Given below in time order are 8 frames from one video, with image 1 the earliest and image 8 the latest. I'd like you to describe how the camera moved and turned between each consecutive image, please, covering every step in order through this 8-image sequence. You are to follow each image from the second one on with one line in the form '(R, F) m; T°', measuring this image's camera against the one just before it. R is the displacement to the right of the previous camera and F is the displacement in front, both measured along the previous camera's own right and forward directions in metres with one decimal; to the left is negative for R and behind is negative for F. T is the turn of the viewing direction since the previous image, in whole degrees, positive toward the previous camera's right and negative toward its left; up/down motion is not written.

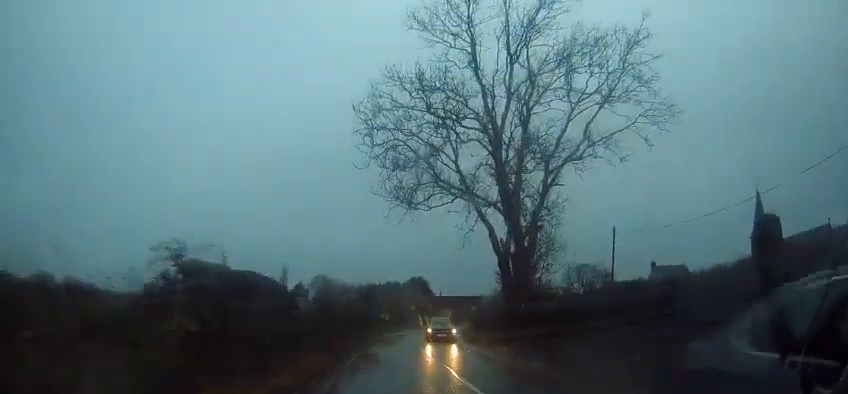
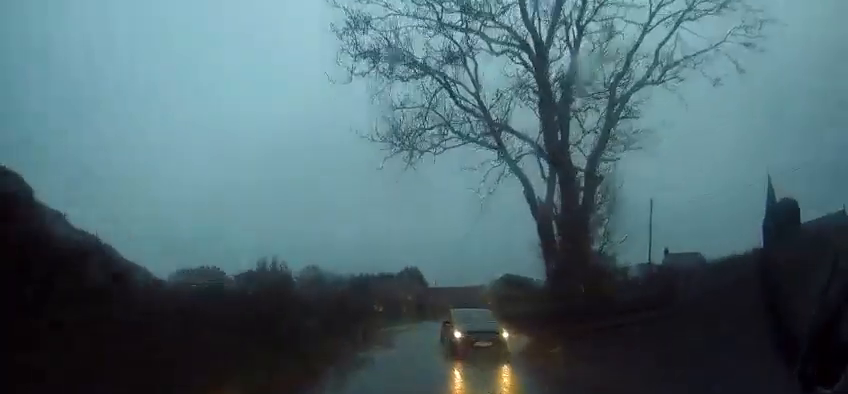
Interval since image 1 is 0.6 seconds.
(+0.1, +6.5) m; 0°
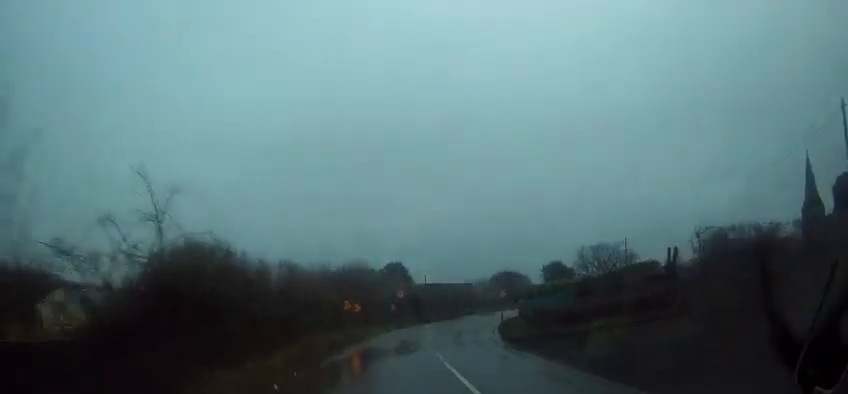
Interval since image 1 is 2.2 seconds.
(+0.3, +17.5) m; +4°
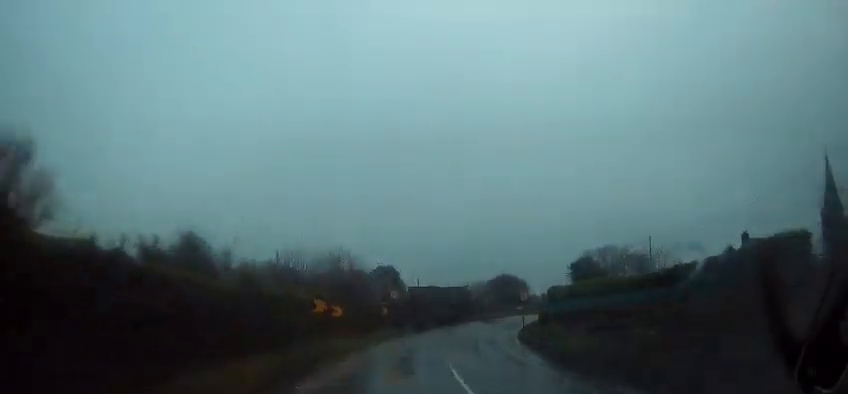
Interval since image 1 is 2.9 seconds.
(+0.1, +7.8) m; +1°
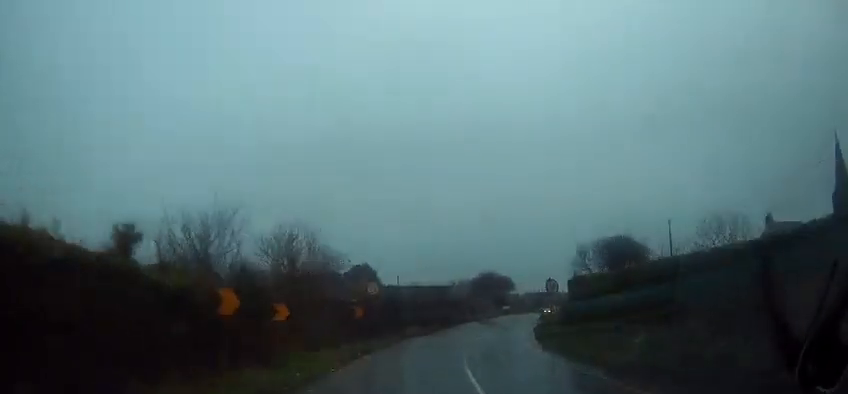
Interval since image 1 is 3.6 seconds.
(0.0, +8.0) m; +1°
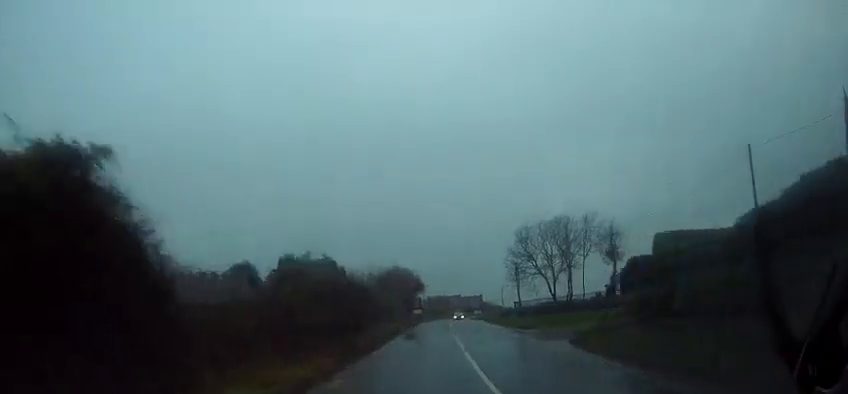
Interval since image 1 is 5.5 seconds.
(+1.4, +22.5) m; +12°
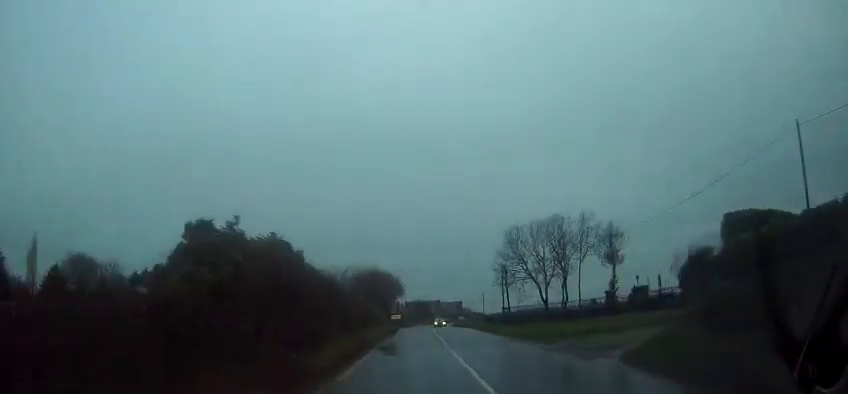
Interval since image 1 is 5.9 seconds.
(+0.5, +5.5) m; +2°
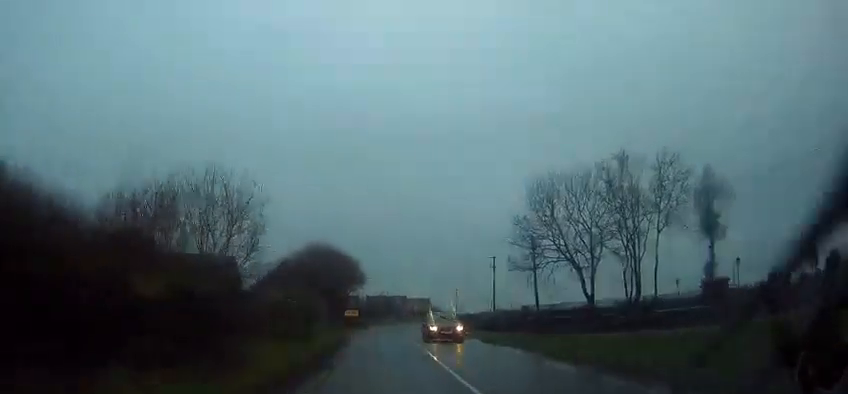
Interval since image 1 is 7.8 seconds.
(+1.2, +24.8) m; +3°
